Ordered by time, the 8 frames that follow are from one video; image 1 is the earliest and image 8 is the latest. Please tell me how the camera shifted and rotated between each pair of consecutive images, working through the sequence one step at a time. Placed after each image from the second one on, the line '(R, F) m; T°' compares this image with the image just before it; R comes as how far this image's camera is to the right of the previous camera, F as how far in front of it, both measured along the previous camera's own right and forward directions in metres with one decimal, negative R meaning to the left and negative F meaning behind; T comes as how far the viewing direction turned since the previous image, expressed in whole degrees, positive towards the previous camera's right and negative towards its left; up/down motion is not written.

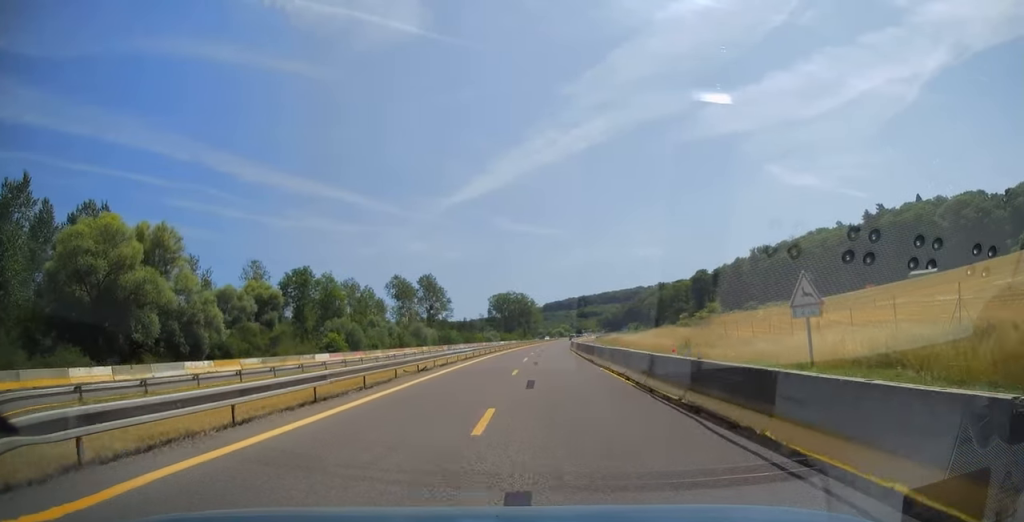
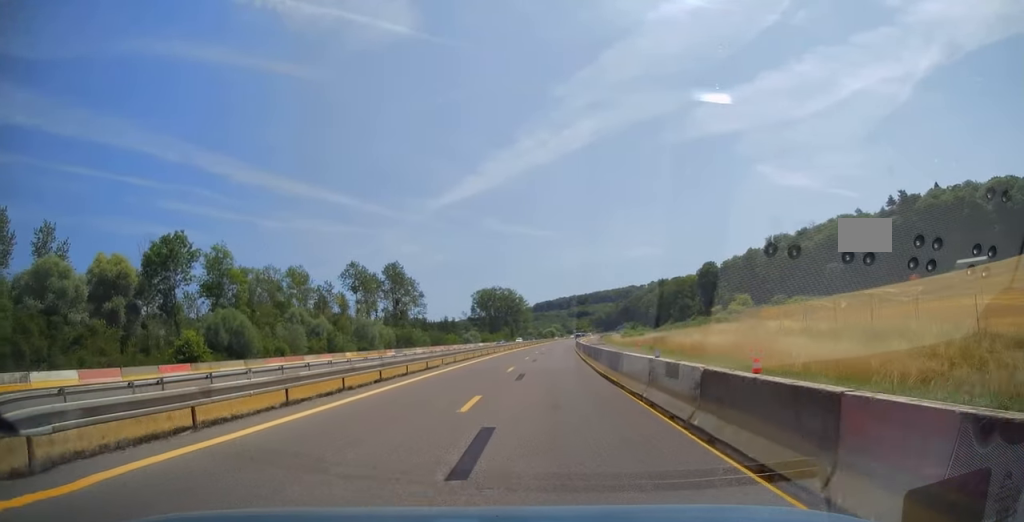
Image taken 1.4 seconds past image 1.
(+0.9, +36.2) m; +2°
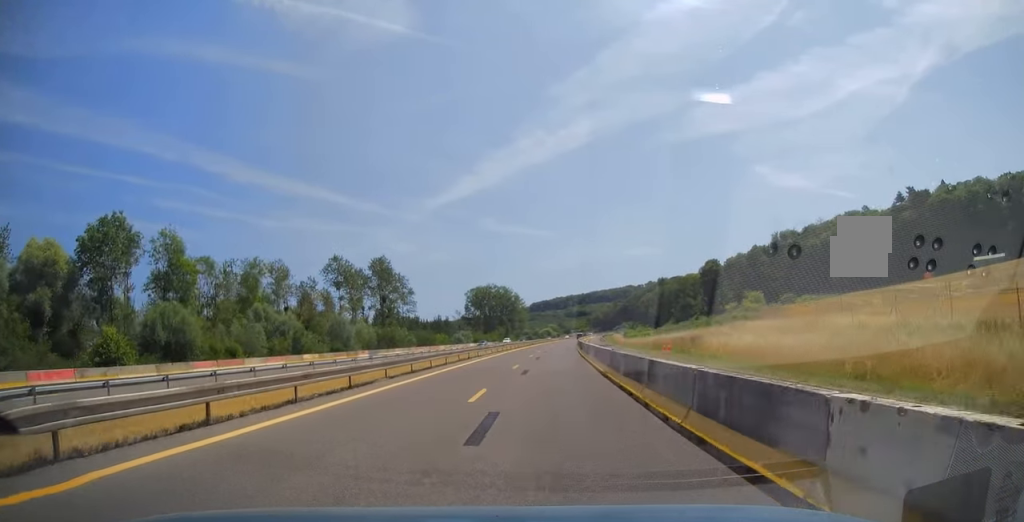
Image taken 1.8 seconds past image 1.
(+0.1, +11.4) m; 0°
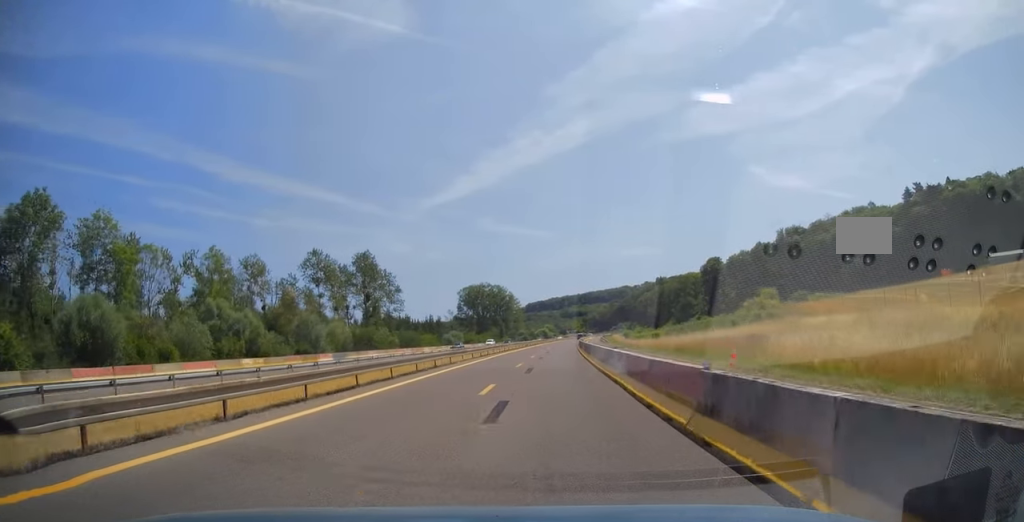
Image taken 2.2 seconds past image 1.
(0.0, +11.3) m; 0°
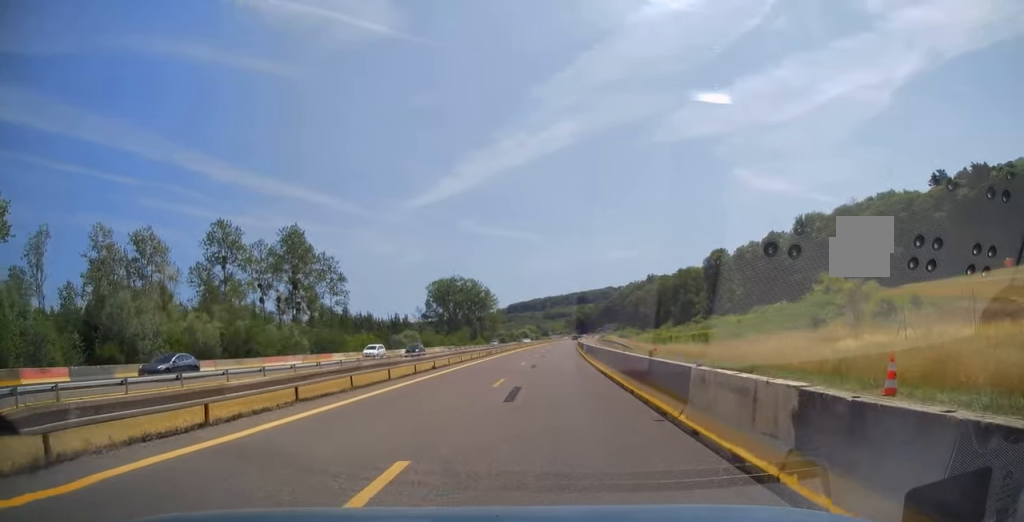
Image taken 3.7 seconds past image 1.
(+0.4, +36.7) m; +1°
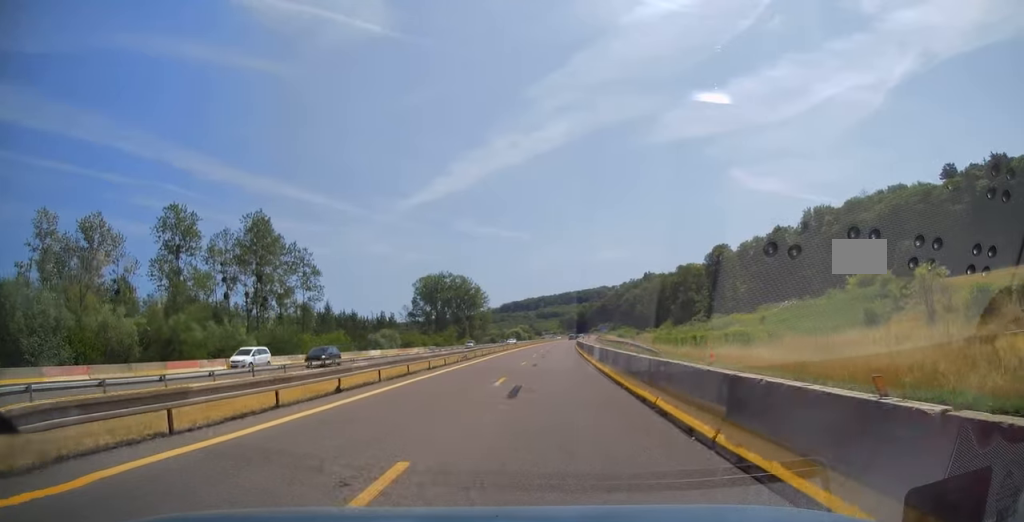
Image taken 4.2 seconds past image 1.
(+0.1, +13.1) m; +1°
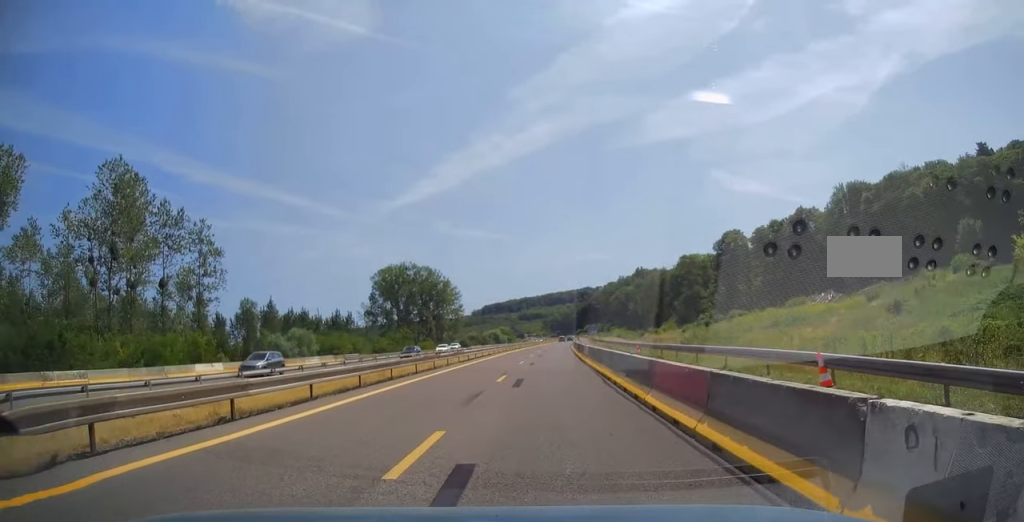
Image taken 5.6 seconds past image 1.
(+0.5, +36.7) m; +1°
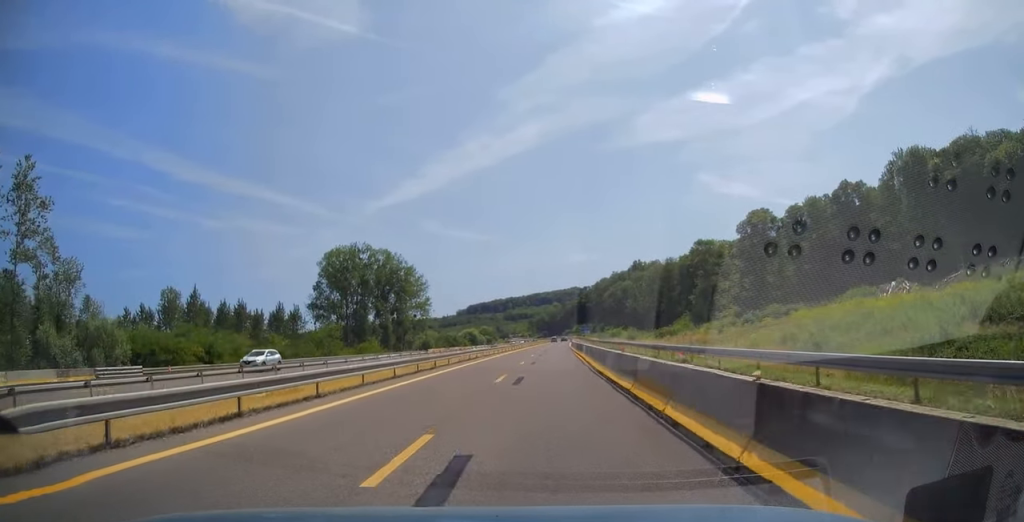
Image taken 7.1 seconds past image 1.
(+0.2, +39.3) m; +1°
